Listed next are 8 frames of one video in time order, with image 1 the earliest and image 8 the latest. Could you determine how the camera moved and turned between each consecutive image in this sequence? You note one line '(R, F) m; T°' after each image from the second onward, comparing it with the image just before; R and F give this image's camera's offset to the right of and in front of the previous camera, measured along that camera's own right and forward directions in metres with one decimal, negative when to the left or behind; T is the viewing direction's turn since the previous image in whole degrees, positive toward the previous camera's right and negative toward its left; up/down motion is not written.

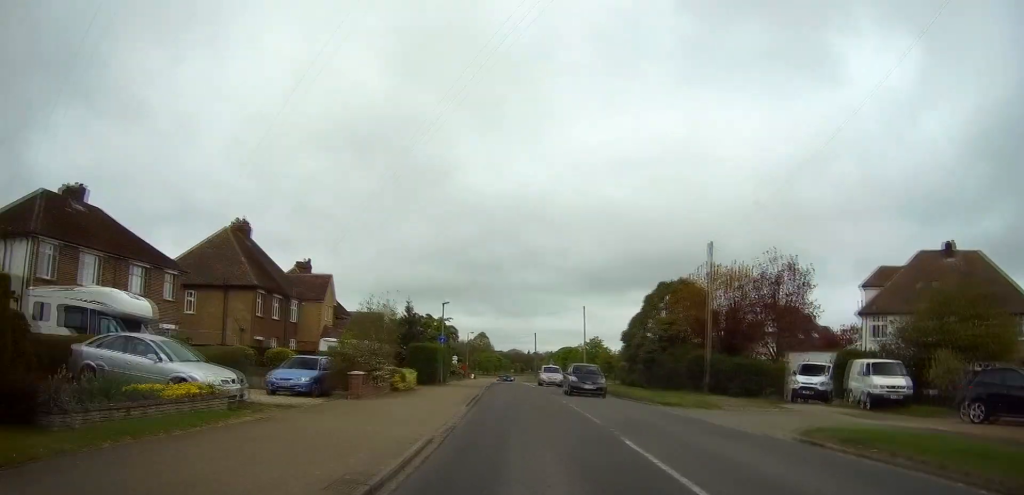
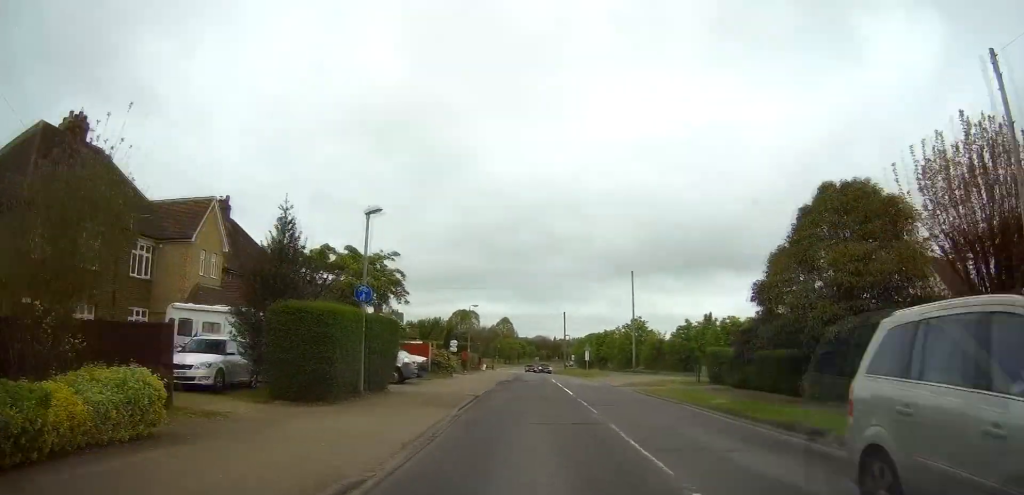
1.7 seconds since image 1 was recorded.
(+0.3, +24.4) m; 0°
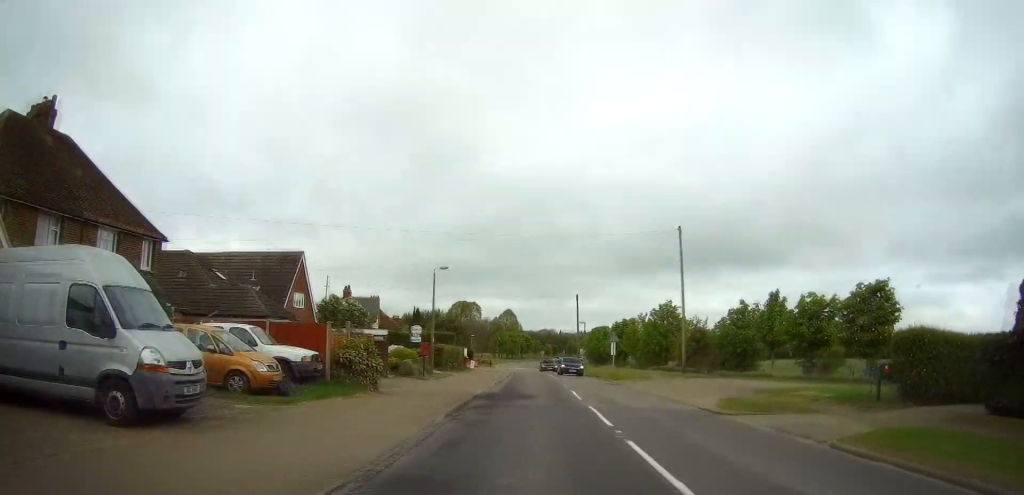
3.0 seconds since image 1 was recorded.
(-0.4, +19.3) m; -5°
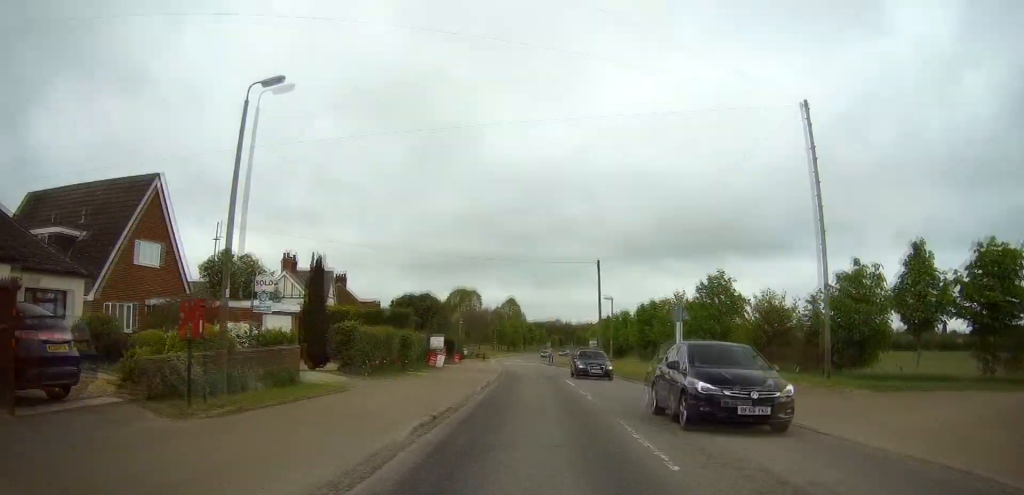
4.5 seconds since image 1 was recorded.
(-1.9, +21.4) m; -7°
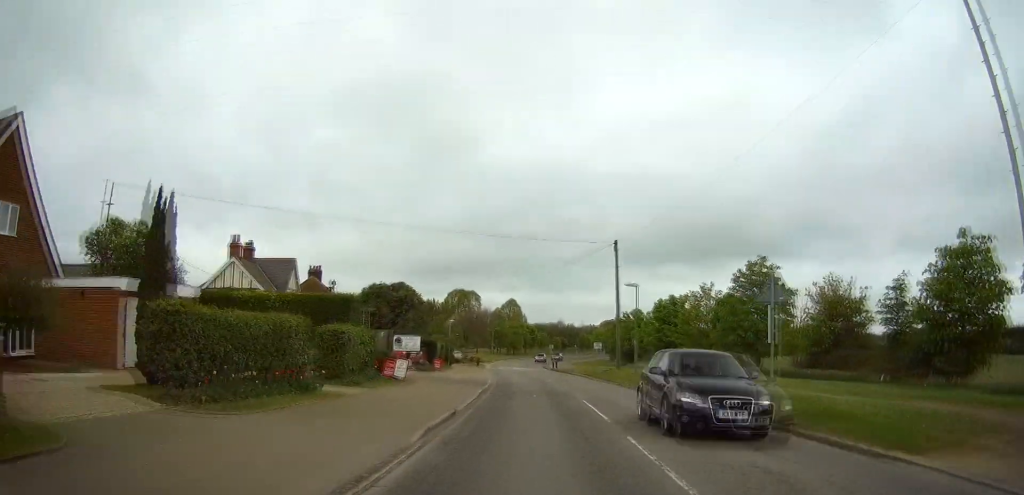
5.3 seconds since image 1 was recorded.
(-0.5, +11.0) m; +2°
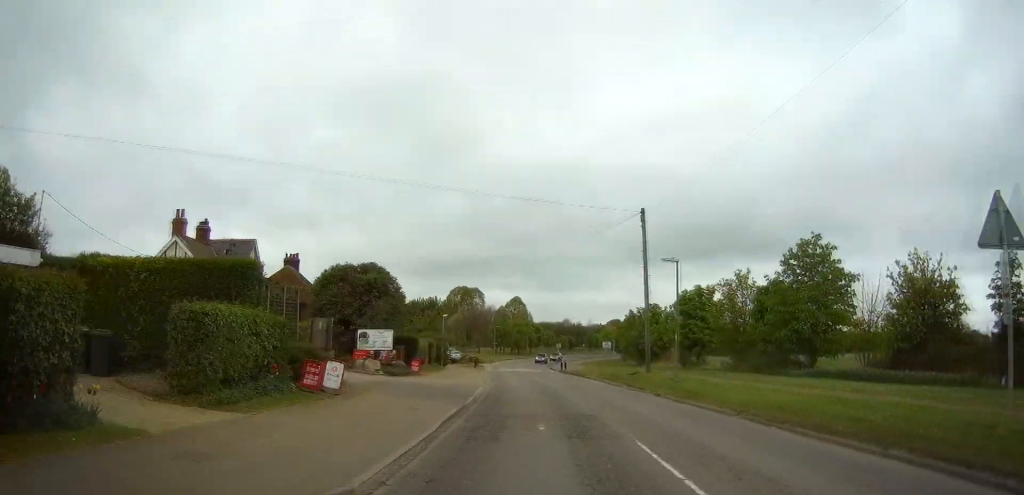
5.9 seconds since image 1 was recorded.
(+0.7, +9.3) m; +2°
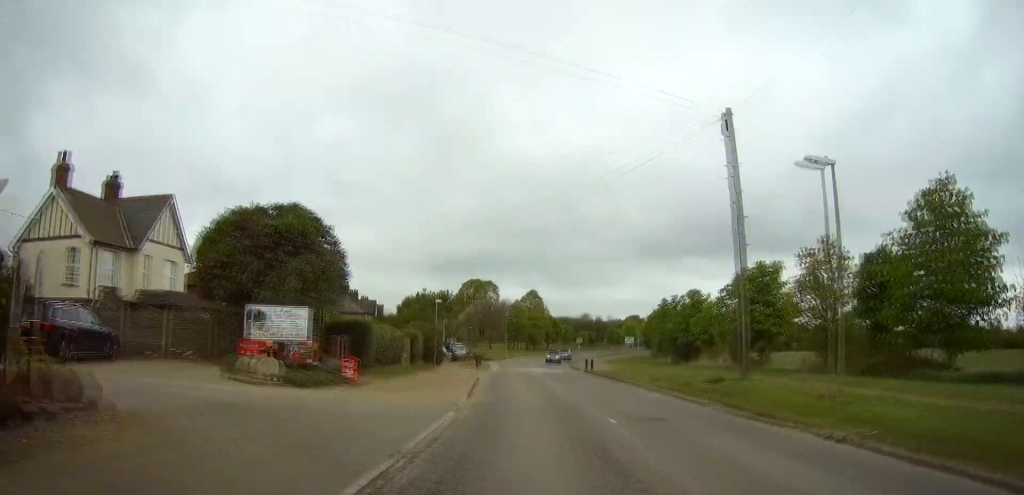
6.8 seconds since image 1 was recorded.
(+0.3, +13.7) m; +1°
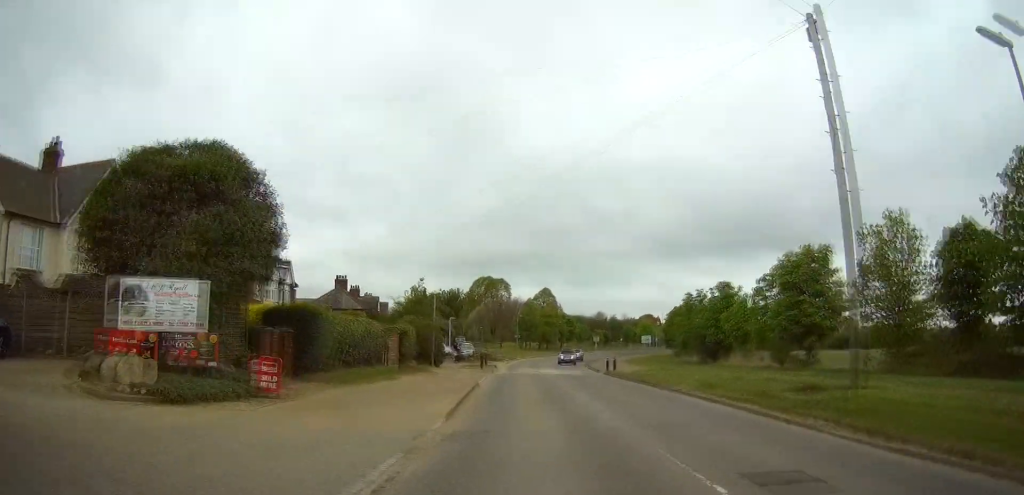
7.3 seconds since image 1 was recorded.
(0.0, +6.9) m; -1°
